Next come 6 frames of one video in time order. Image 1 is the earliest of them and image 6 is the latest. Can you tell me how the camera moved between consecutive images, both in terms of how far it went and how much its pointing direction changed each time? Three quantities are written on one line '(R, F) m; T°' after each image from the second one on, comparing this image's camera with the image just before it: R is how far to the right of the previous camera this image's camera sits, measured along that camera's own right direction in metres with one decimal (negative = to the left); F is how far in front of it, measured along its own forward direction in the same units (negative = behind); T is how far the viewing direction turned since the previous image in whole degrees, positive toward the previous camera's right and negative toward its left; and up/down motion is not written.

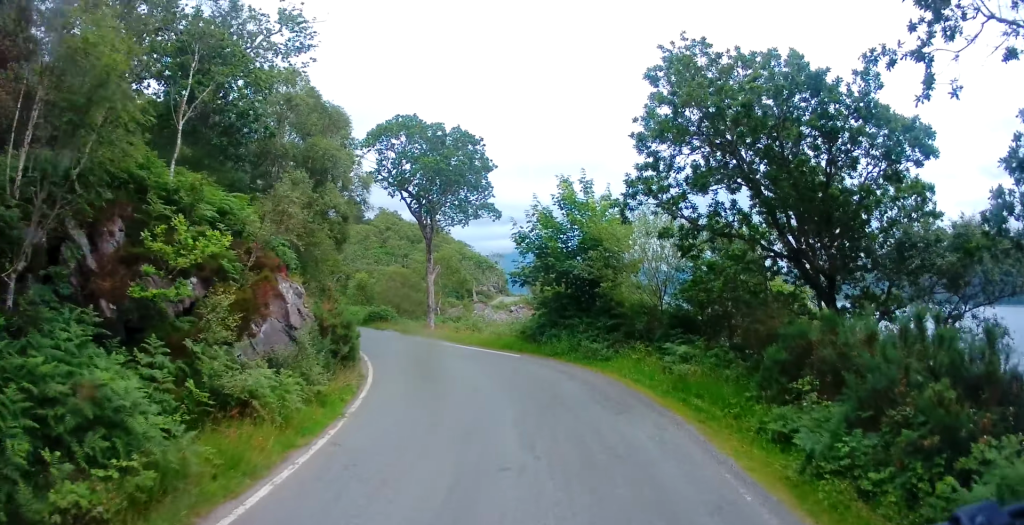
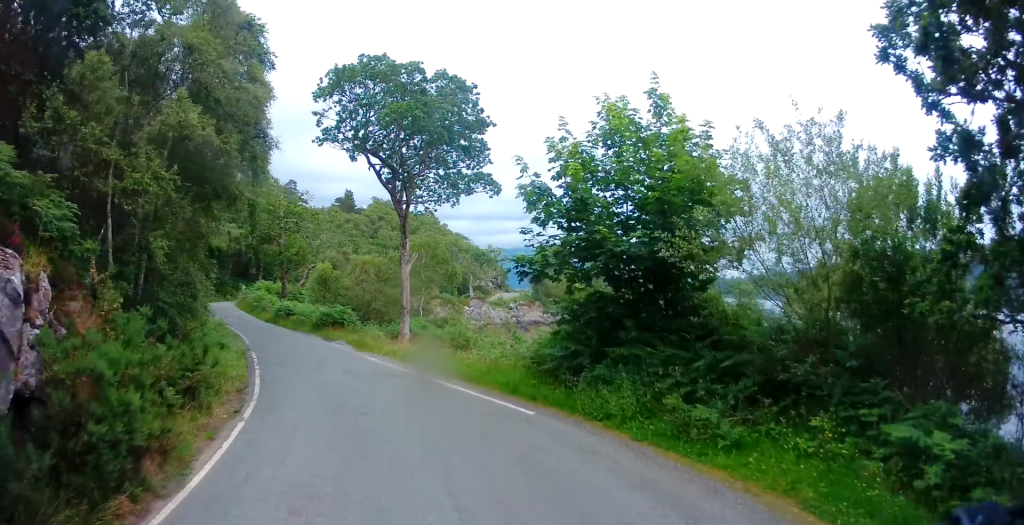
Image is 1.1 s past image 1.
(+0.1, +8.4) m; -5°
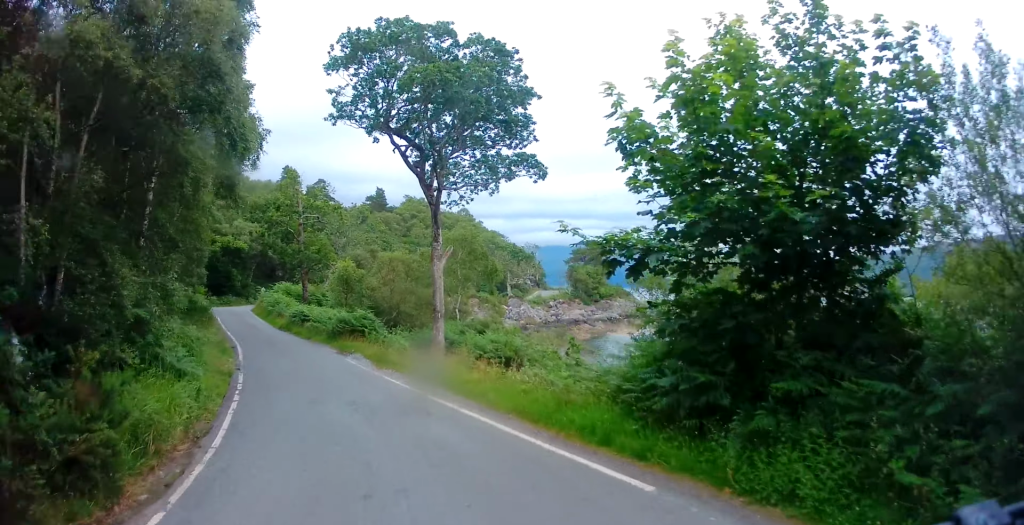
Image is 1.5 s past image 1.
(-0.1, +3.7) m; -4°
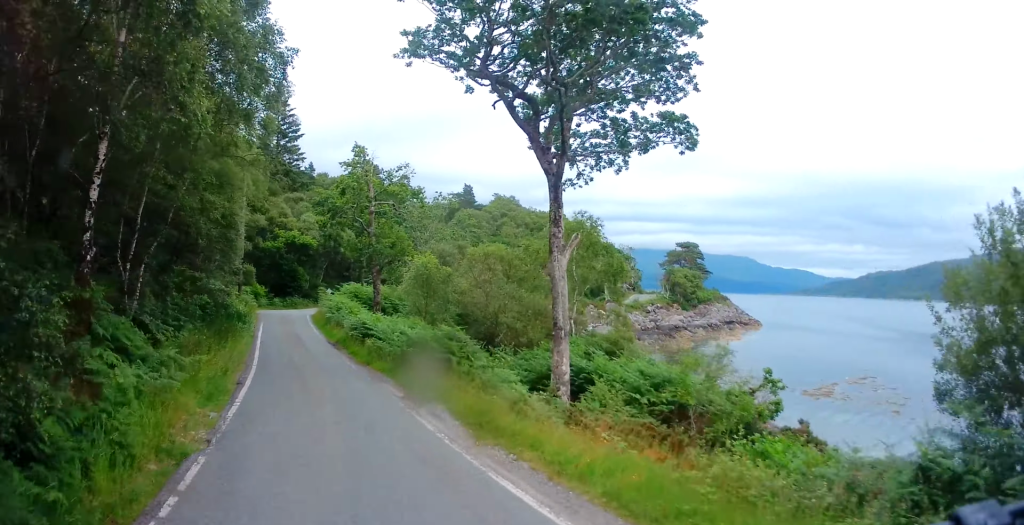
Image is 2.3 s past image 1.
(-0.6, +6.3) m; -9°
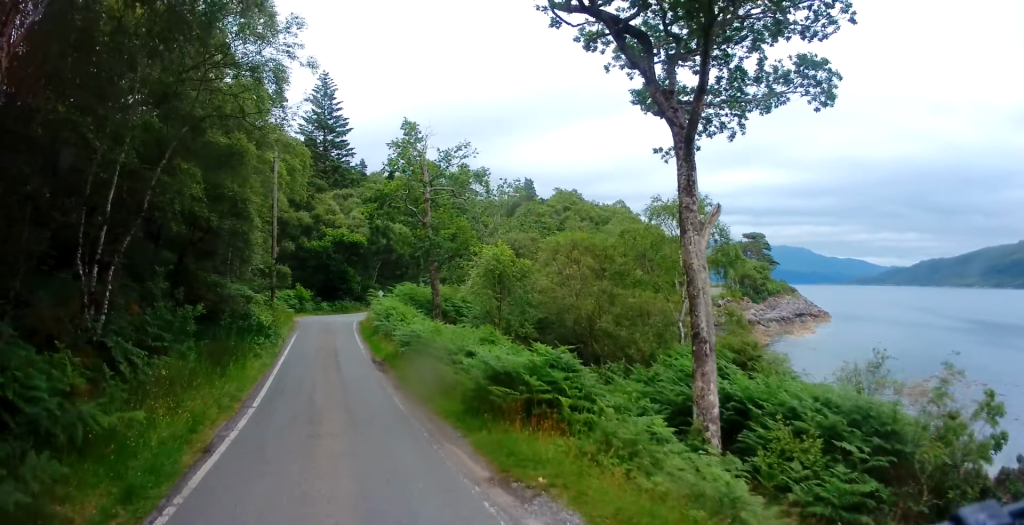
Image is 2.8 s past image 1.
(-0.3, +4.6) m; -6°
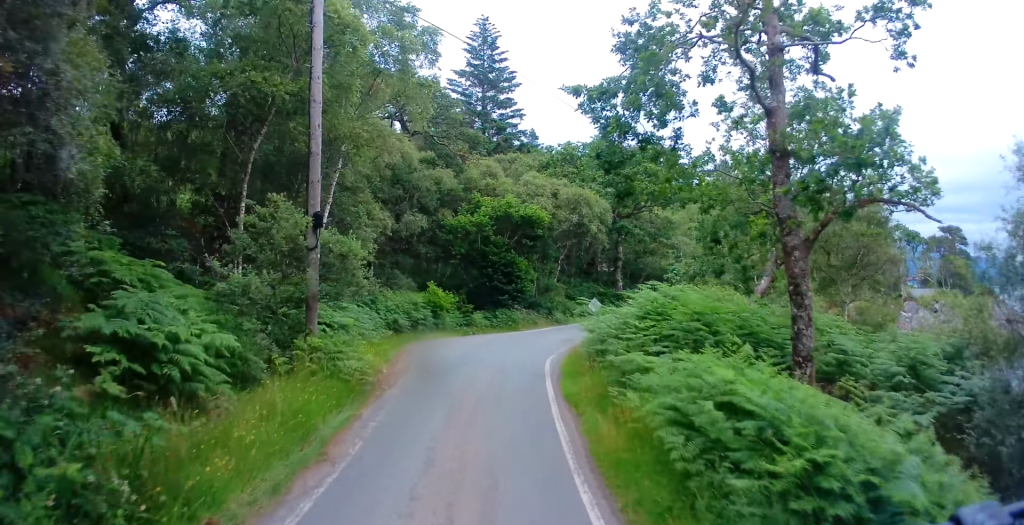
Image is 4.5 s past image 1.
(-2.6, +16.3) m; -11°
